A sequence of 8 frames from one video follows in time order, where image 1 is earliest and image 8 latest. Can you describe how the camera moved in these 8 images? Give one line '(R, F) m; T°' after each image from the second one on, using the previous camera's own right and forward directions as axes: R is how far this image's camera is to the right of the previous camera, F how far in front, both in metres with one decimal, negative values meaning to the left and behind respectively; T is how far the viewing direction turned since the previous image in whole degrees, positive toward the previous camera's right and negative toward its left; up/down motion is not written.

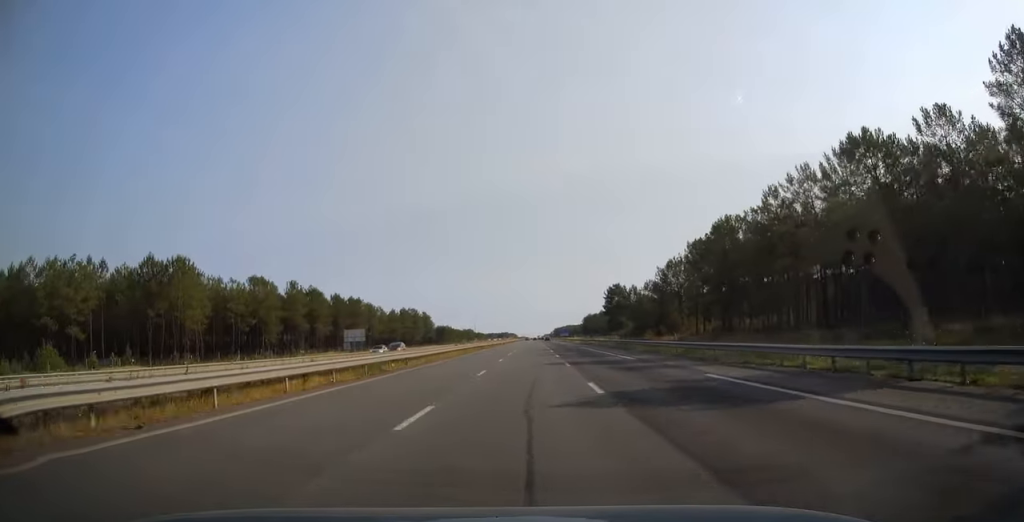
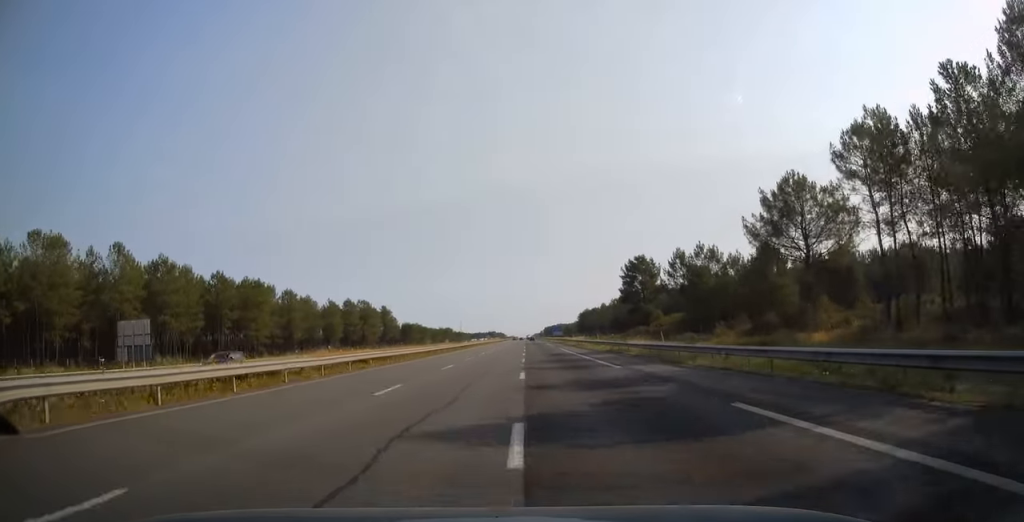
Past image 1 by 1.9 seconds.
(+0.3, +59.7) m; 0°
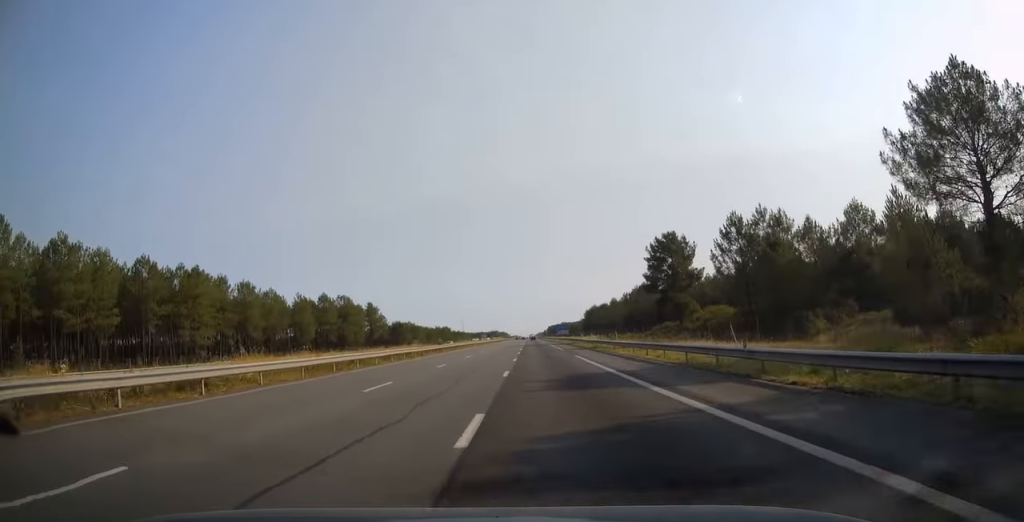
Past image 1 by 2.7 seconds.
(-0.1, +24.9) m; 0°
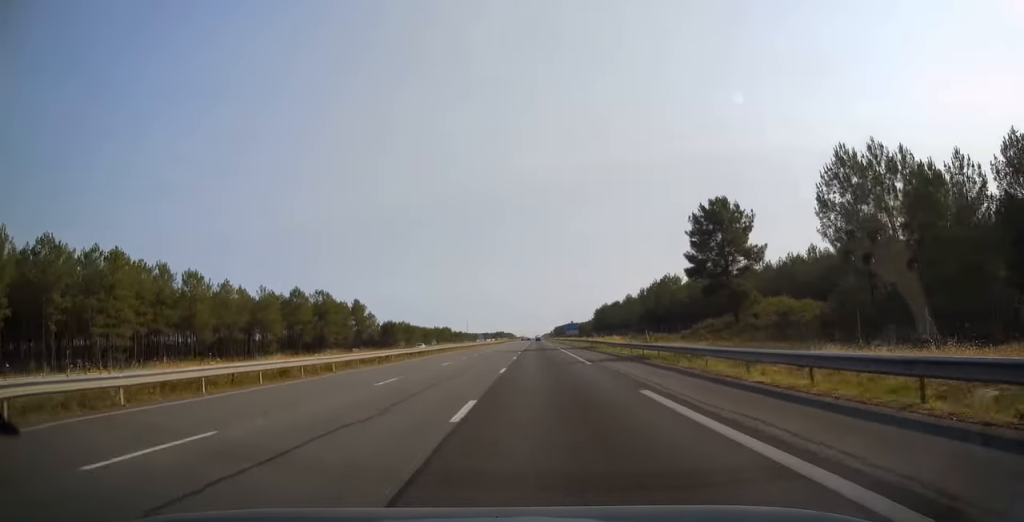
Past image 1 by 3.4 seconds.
(-0.1, +23.5) m; 0°
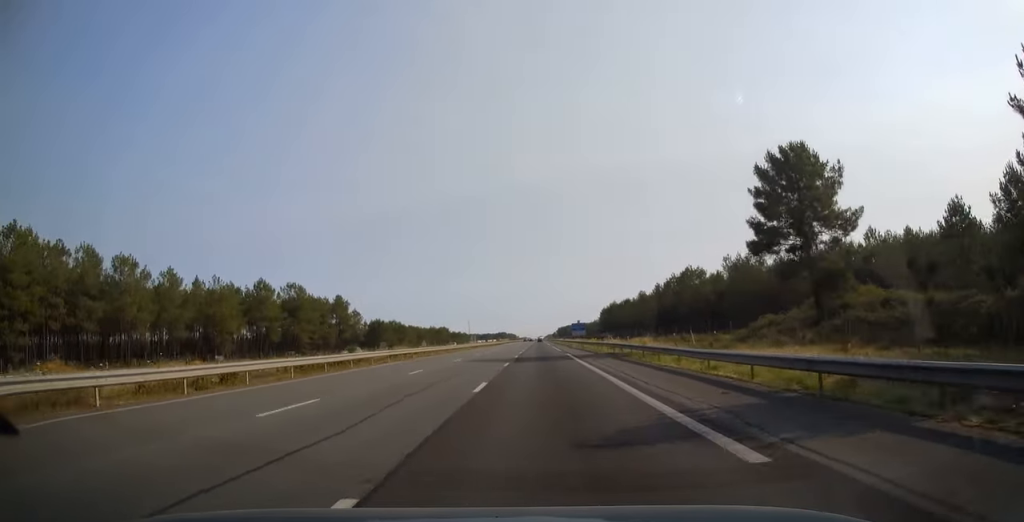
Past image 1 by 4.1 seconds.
(-0.1, +20.7) m; 0°
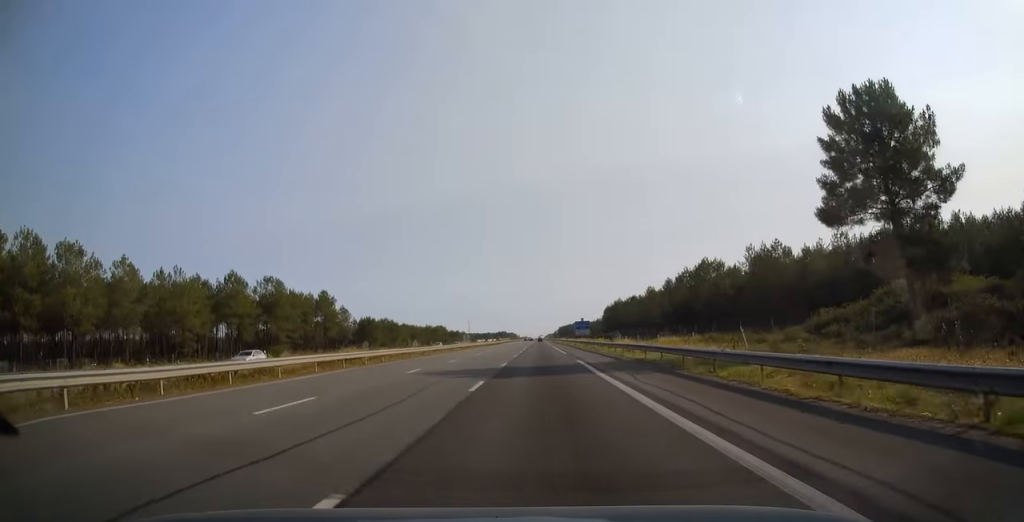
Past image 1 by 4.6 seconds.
(0.0, +12.9) m; 0°
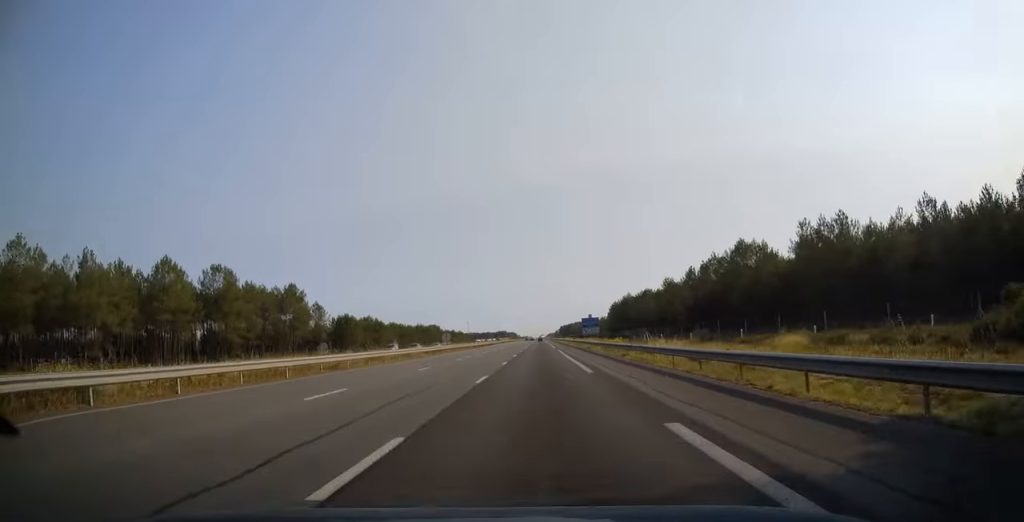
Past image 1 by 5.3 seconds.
(0.0, +22.7) m; 0°
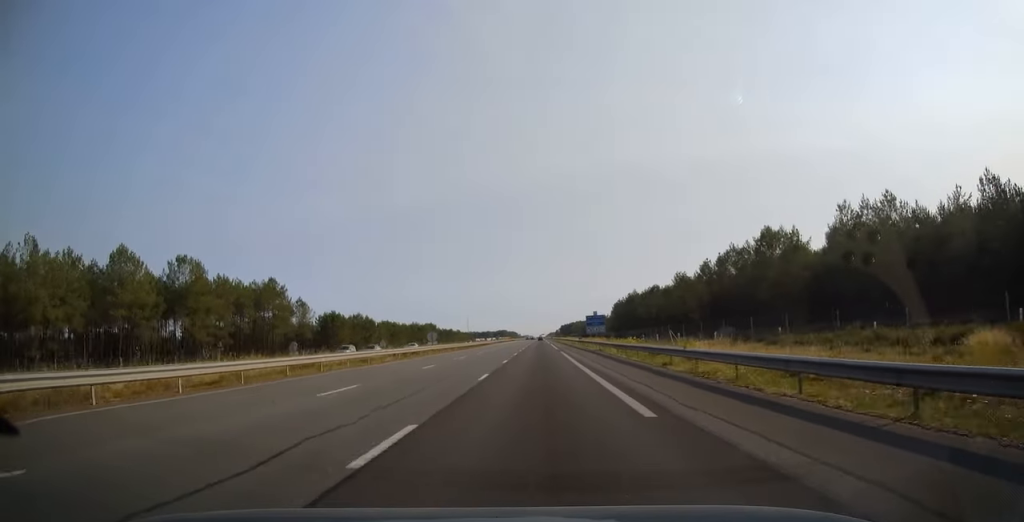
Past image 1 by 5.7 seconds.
(0.0, +11.8) m; 0°
